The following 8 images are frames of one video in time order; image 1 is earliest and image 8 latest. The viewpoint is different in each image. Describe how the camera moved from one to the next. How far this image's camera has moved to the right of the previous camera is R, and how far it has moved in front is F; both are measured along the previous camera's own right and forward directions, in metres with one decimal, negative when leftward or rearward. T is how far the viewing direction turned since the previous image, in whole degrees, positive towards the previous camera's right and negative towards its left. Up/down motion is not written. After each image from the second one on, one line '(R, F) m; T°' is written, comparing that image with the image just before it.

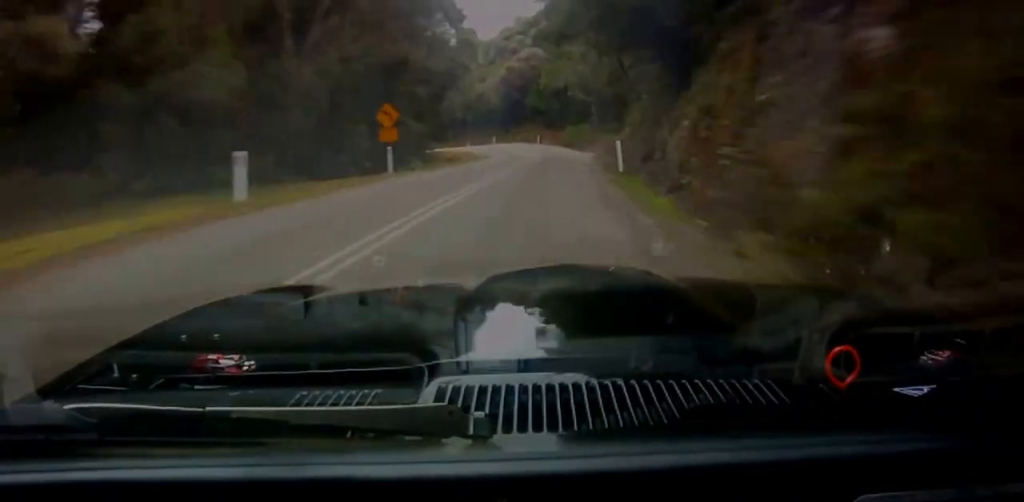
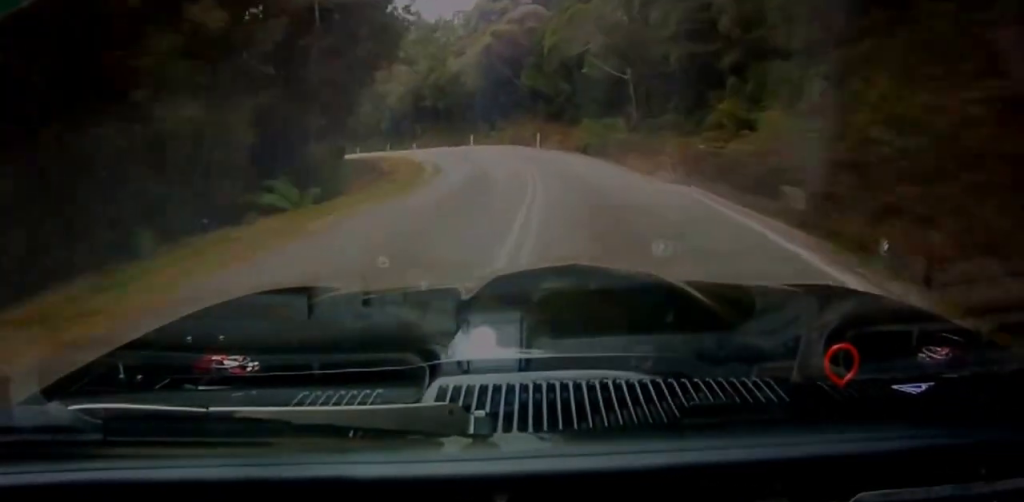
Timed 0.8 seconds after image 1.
(0.0, +24.3) m; 0°
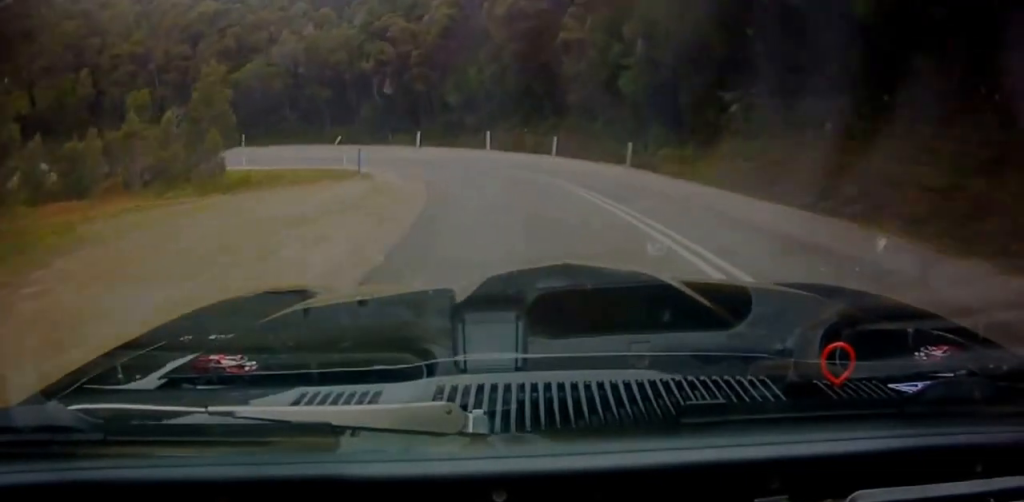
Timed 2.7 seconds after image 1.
(-1.1, +51.2) m; -11°
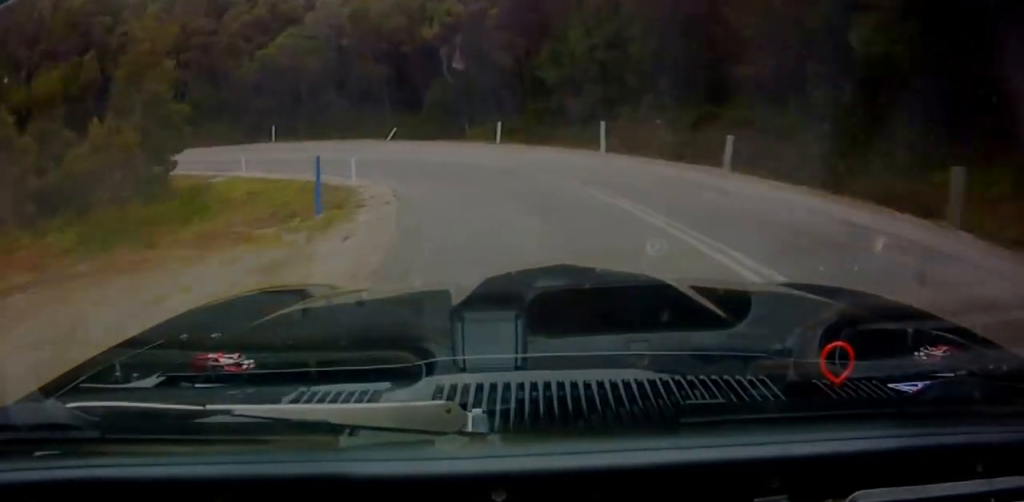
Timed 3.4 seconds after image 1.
(-1.1, +15.1) m; -18°
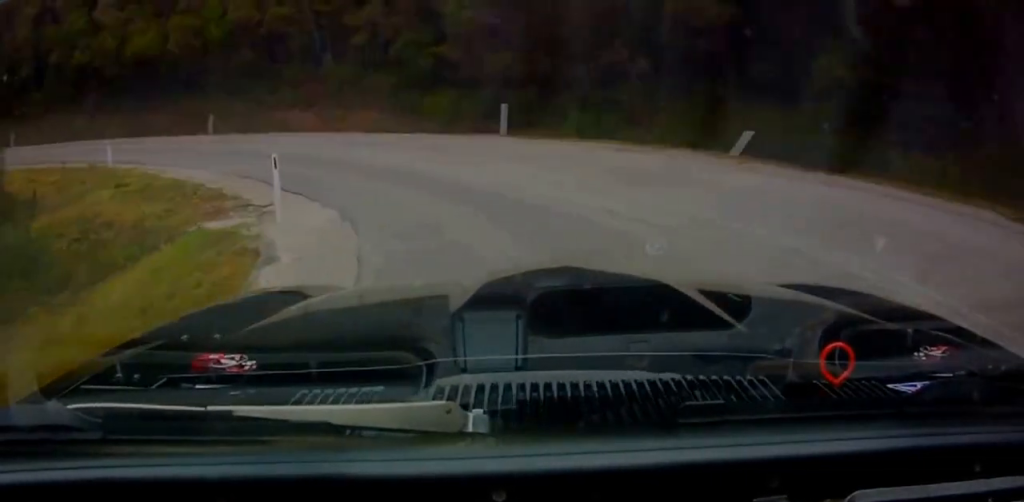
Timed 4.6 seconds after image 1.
(-8.2, +22.1) m; -48°
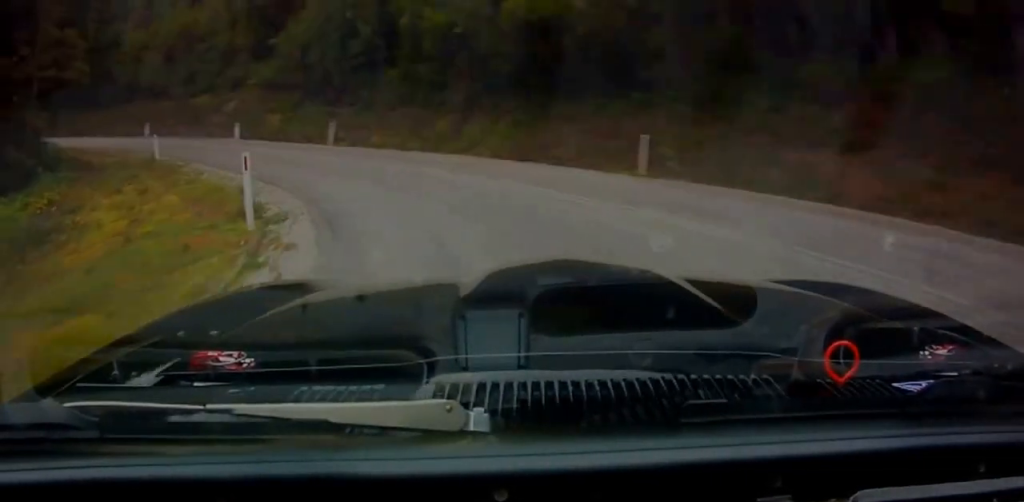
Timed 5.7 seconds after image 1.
(-9.2, +16.6) m; -47°
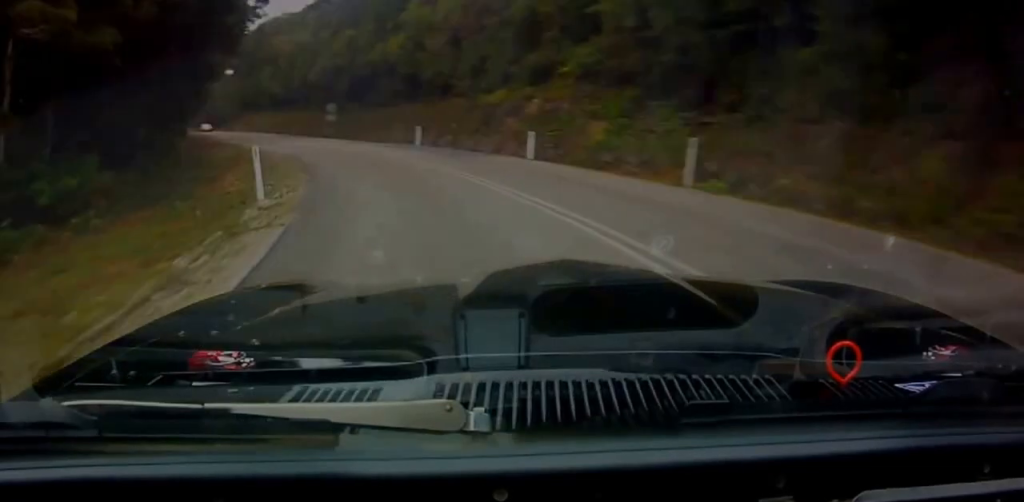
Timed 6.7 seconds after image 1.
(-4.5, +16.5) m; -23°
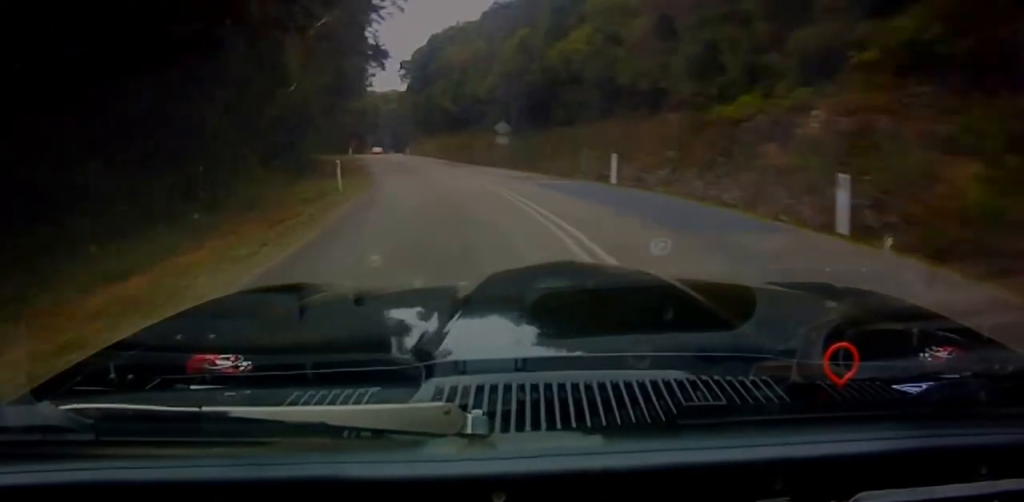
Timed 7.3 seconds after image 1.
(-1.4, +13.2) m; -8°
